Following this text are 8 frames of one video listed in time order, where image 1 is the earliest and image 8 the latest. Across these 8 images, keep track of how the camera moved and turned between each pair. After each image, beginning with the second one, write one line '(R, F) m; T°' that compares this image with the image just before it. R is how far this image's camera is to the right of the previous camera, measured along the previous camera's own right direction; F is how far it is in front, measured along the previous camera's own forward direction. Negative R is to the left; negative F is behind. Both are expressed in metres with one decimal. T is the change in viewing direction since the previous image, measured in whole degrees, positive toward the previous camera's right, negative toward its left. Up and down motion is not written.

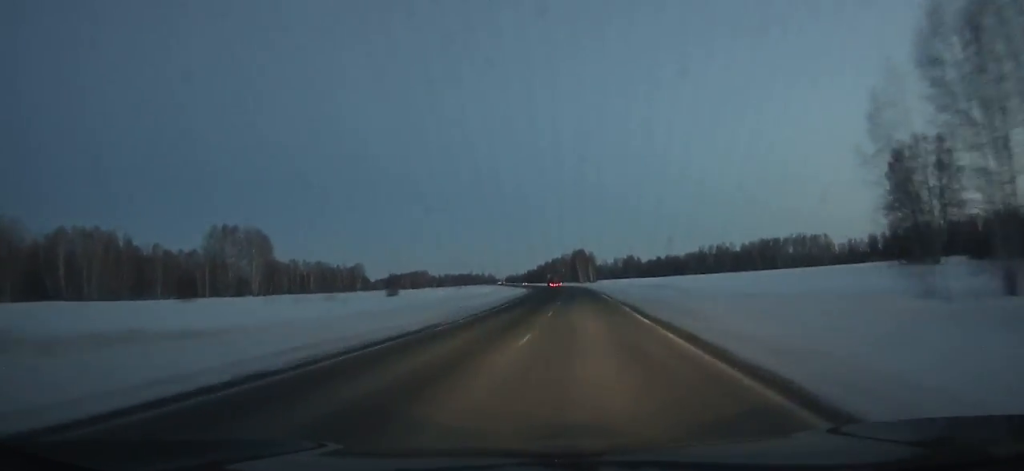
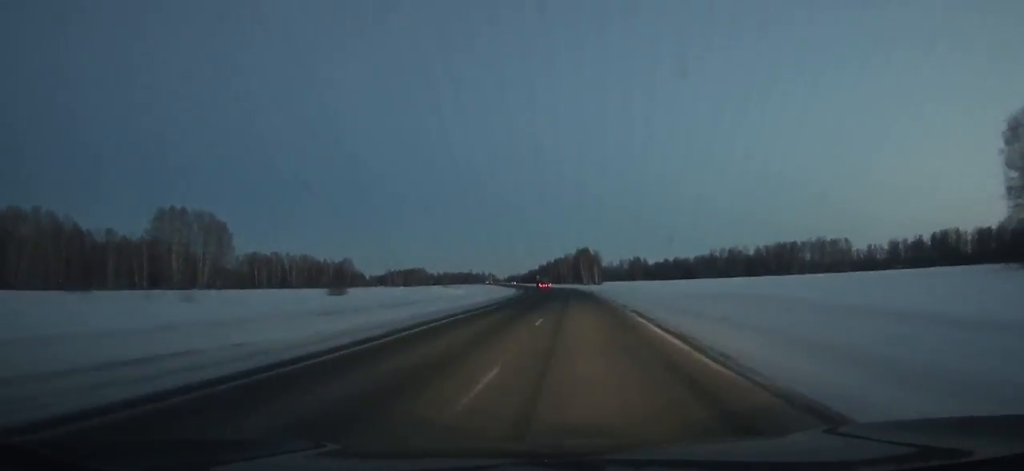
(-0.2, +30.4) m; -1°
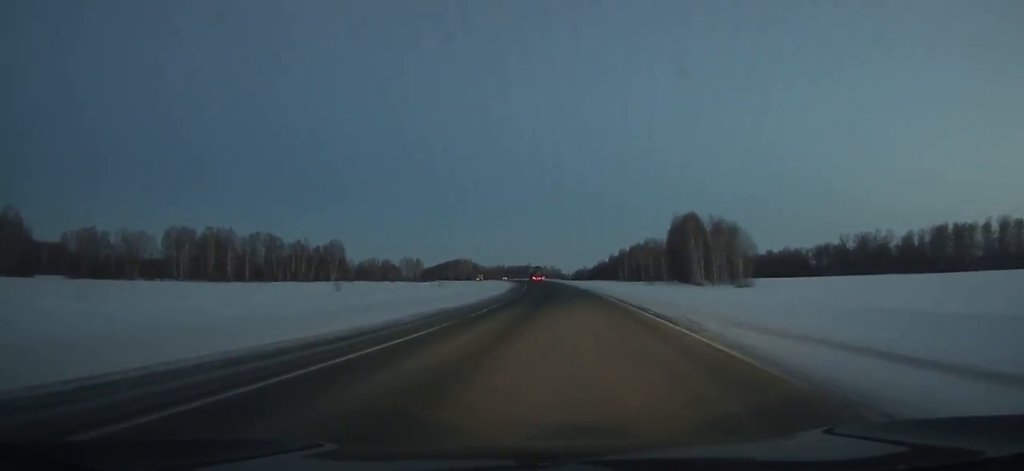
(-6.1, +138.6) m; -6°
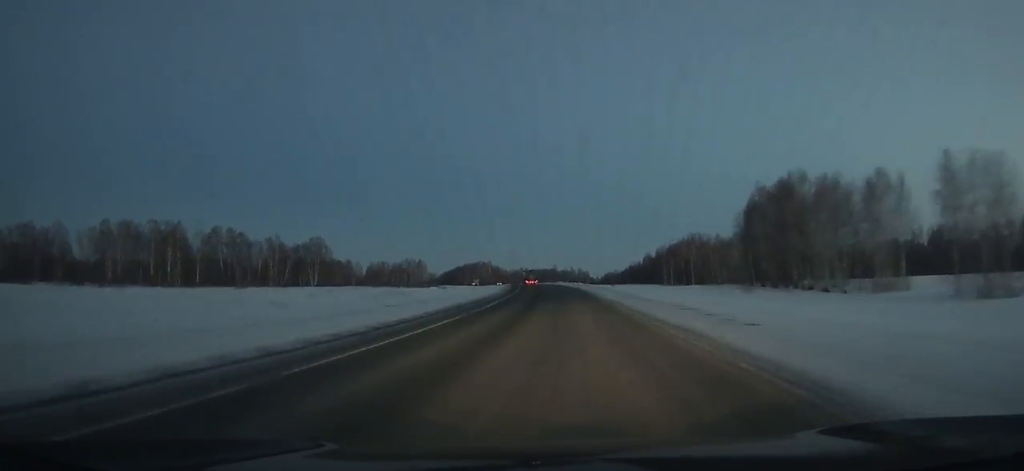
(-1.2, +55.7) m; -3°
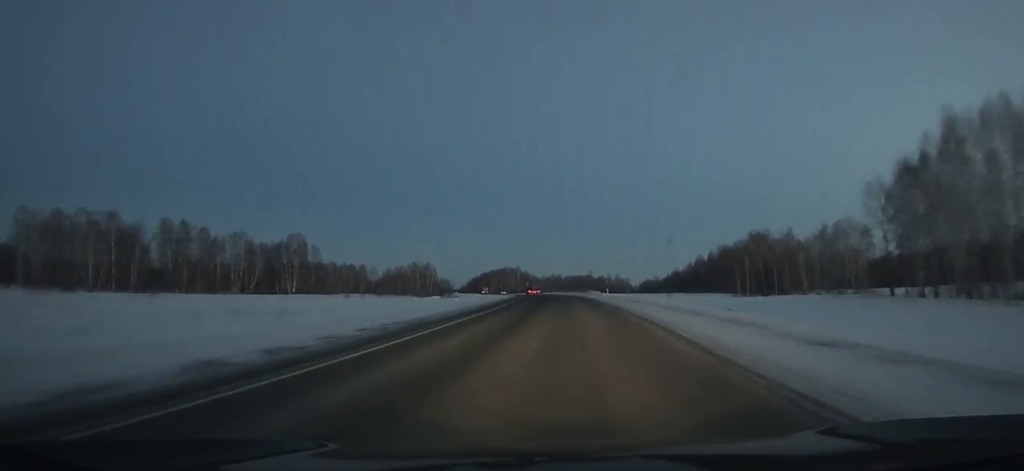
(-2.2, +53.1) m; -4°
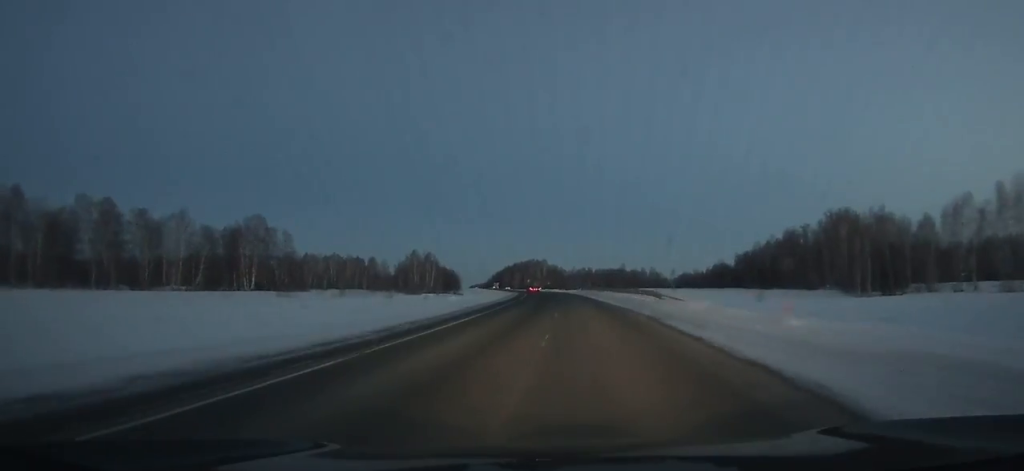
(-1.3, +48.5) m; -3°
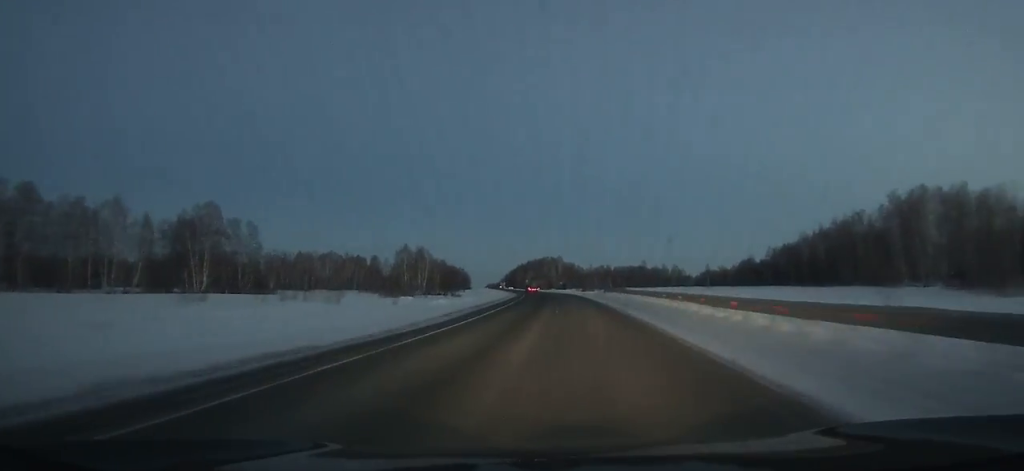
(-0.7, +34.3) m; -2°
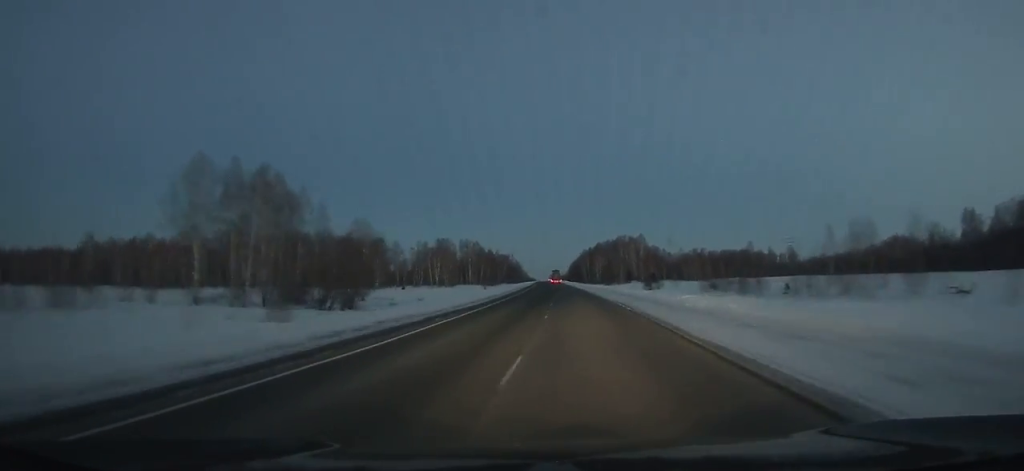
(-8.2, +131.4) m; -7°
